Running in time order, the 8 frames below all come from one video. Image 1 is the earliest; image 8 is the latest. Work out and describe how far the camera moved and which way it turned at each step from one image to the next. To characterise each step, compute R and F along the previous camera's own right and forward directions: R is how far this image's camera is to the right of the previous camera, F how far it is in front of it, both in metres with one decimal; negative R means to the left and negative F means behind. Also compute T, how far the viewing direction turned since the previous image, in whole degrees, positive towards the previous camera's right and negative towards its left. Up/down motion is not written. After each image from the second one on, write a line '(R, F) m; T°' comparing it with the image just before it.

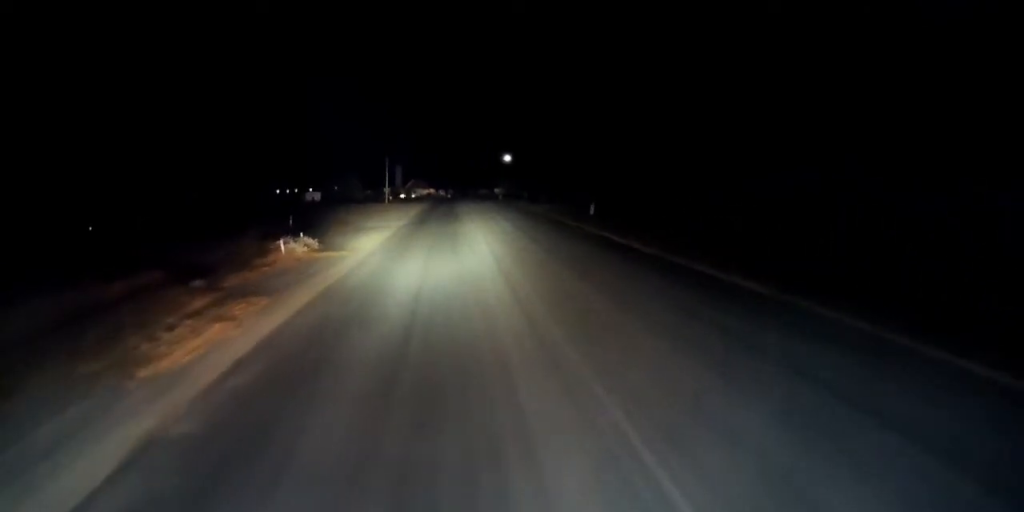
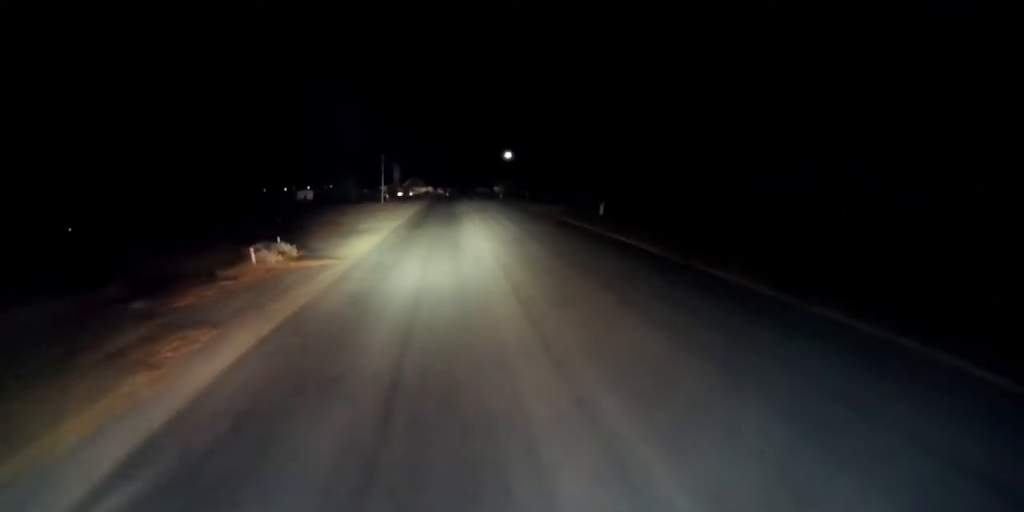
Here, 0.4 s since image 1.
(0.0, +5.1) m; 0°
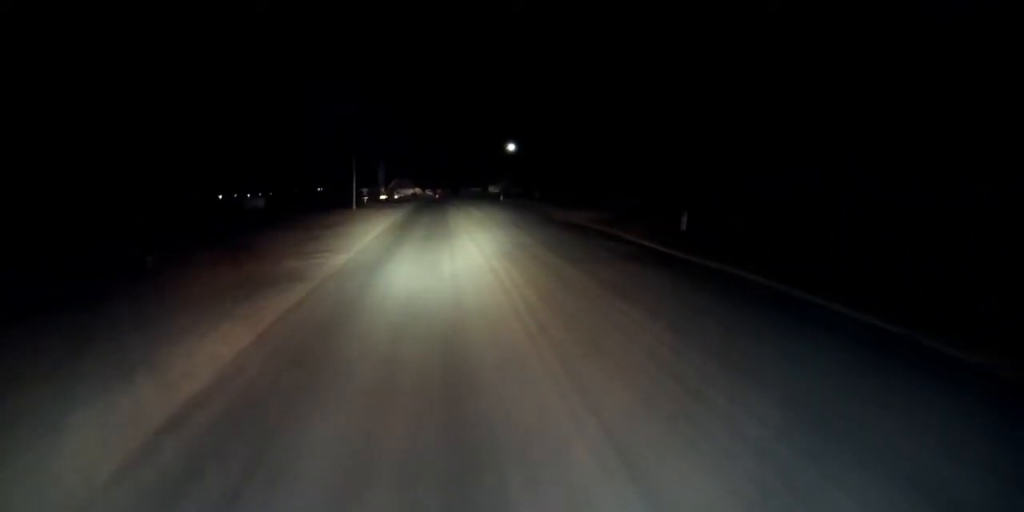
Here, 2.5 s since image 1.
(+0.3, +25.3) m; +2°
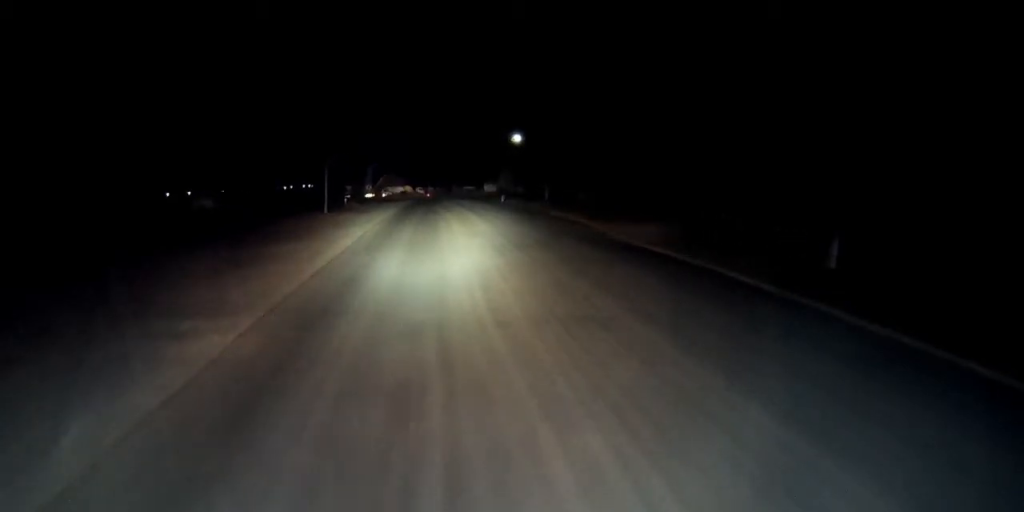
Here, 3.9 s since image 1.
(+0.1, +17.4) m; +1°
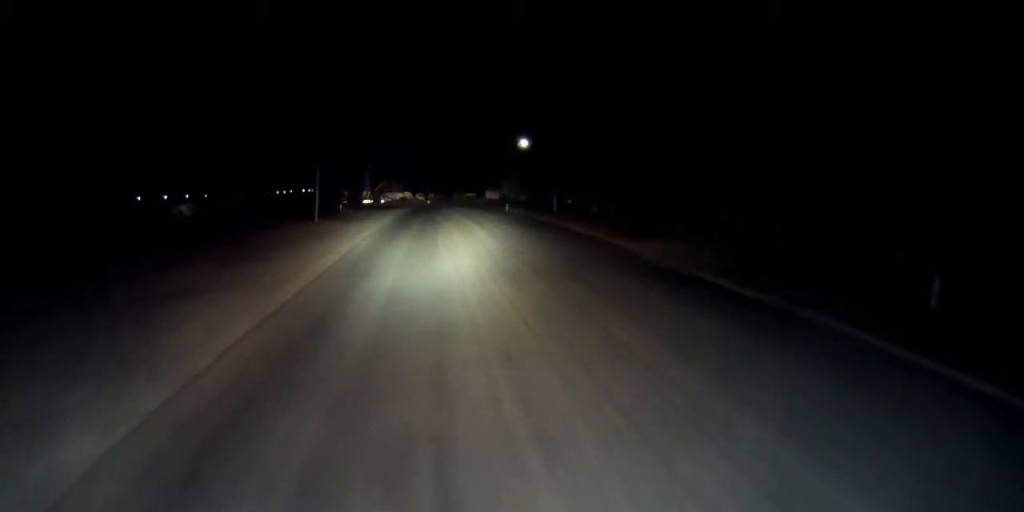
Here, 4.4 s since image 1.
(0.0, +6.0) m; 0°
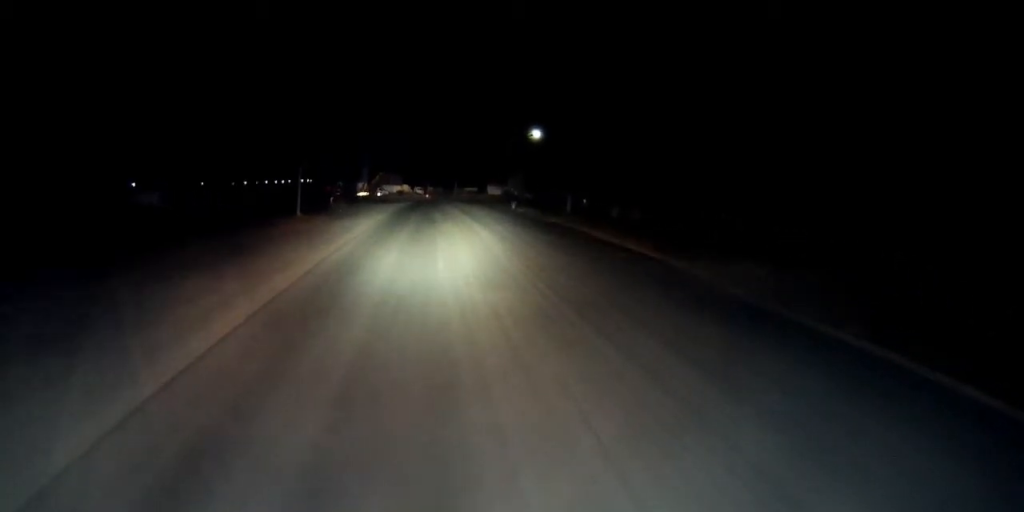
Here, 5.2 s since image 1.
(0.0, +8.9) m; 0°
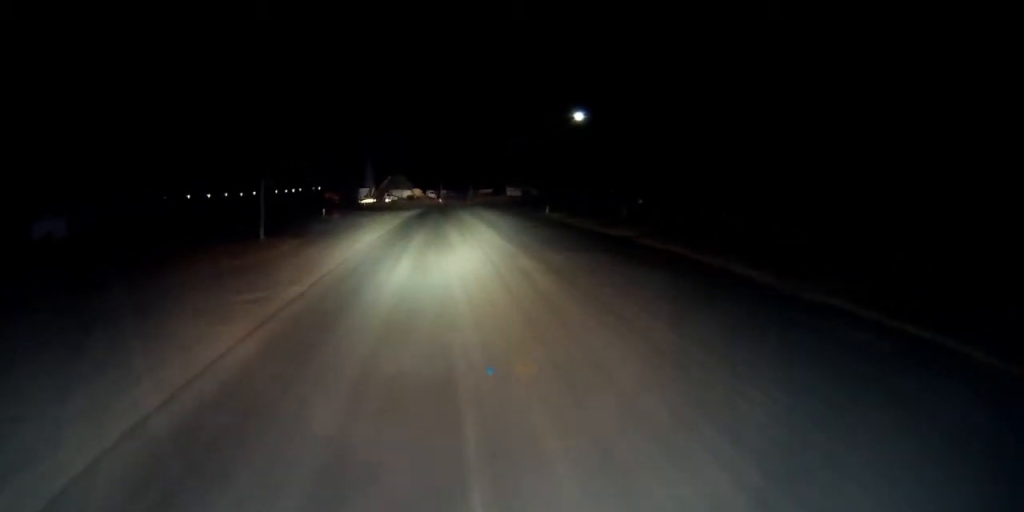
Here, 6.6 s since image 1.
(-0.2, +17.1) m; -2°
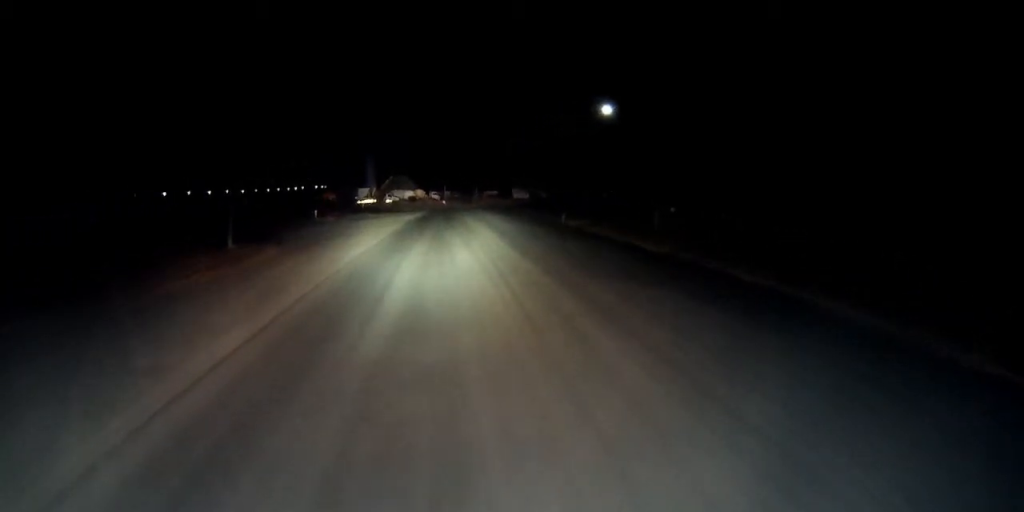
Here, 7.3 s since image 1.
(-0.1, +7.8) m; -1°
